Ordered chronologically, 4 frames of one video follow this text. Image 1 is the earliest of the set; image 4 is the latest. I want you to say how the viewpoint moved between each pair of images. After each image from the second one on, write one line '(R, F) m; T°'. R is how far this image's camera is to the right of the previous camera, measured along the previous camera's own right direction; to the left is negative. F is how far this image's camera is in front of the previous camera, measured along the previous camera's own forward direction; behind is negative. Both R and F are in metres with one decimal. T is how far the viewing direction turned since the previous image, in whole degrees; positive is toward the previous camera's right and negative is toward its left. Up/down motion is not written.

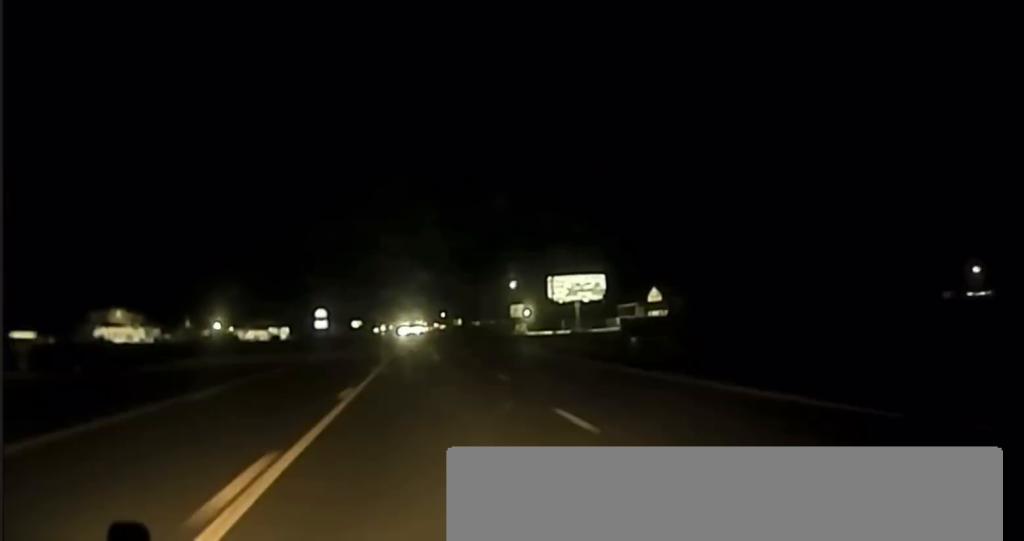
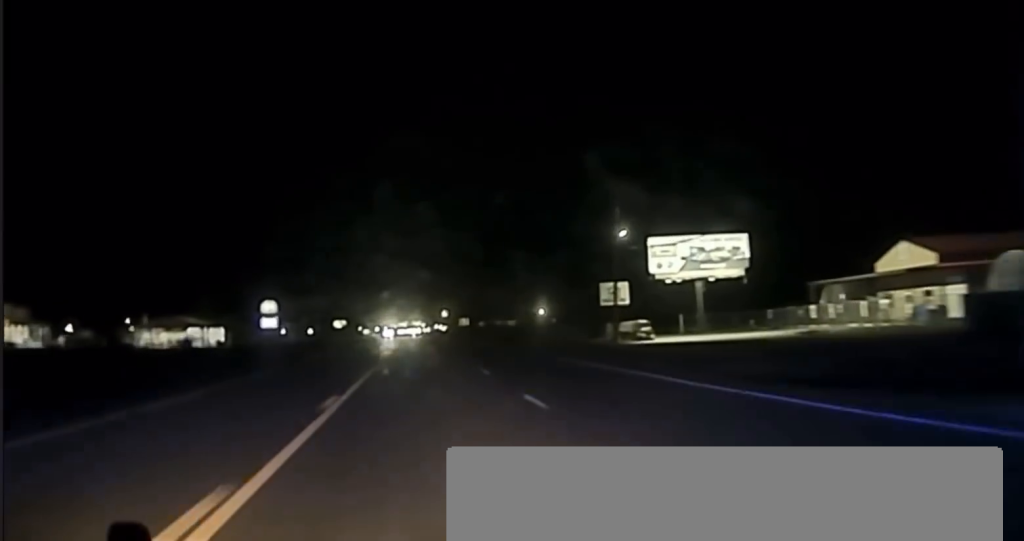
(0.0, +88.6) m; 0°
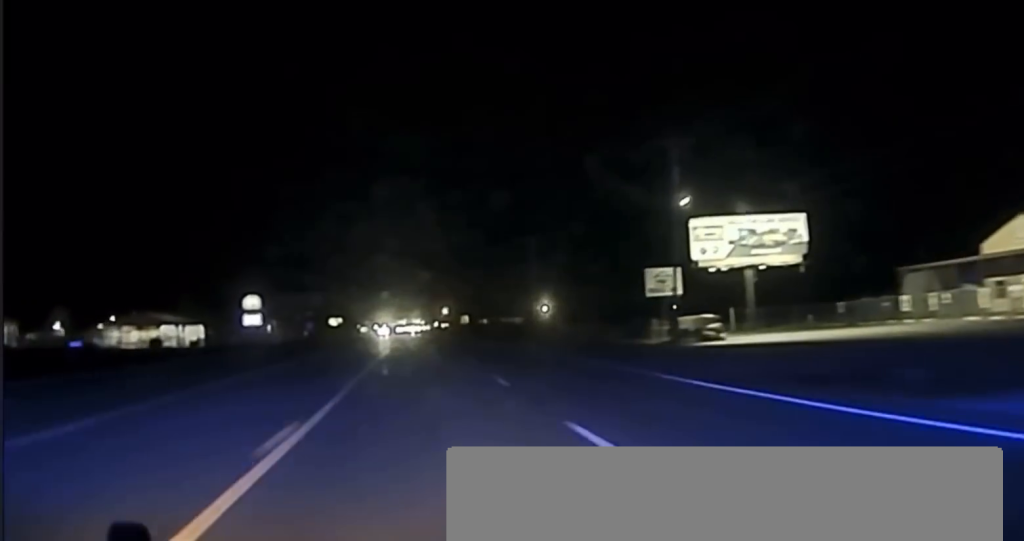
(-0.1, +16.6) m; 0°
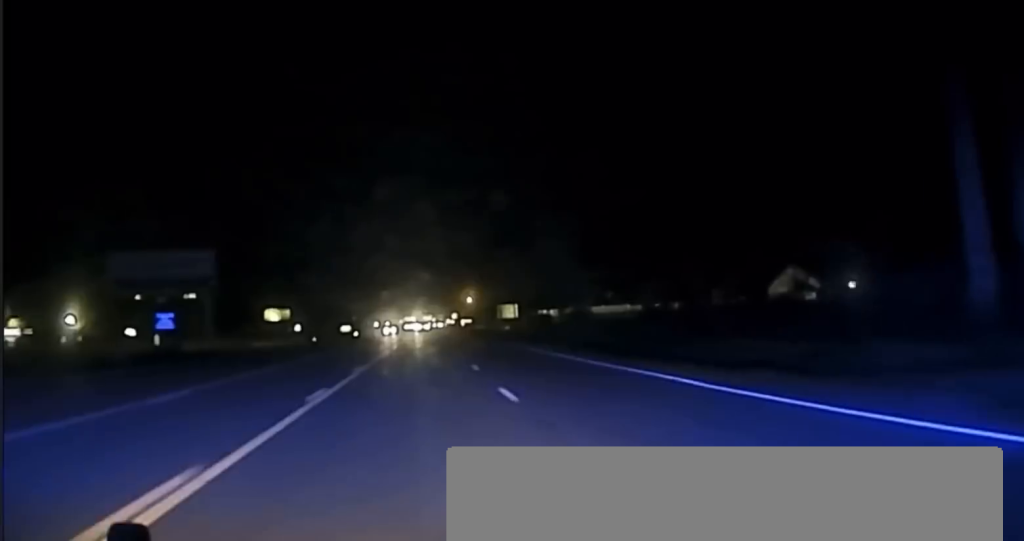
(-0.5, +185.8) m; -1°
